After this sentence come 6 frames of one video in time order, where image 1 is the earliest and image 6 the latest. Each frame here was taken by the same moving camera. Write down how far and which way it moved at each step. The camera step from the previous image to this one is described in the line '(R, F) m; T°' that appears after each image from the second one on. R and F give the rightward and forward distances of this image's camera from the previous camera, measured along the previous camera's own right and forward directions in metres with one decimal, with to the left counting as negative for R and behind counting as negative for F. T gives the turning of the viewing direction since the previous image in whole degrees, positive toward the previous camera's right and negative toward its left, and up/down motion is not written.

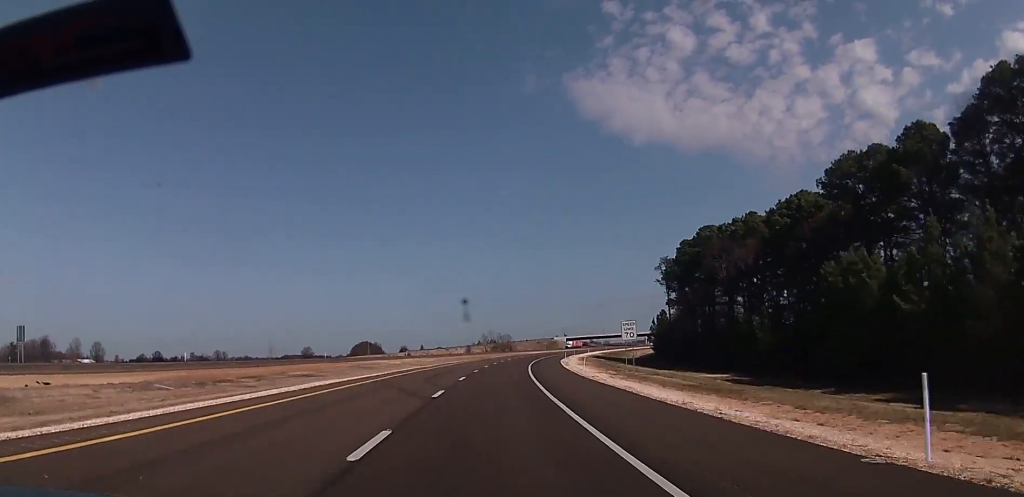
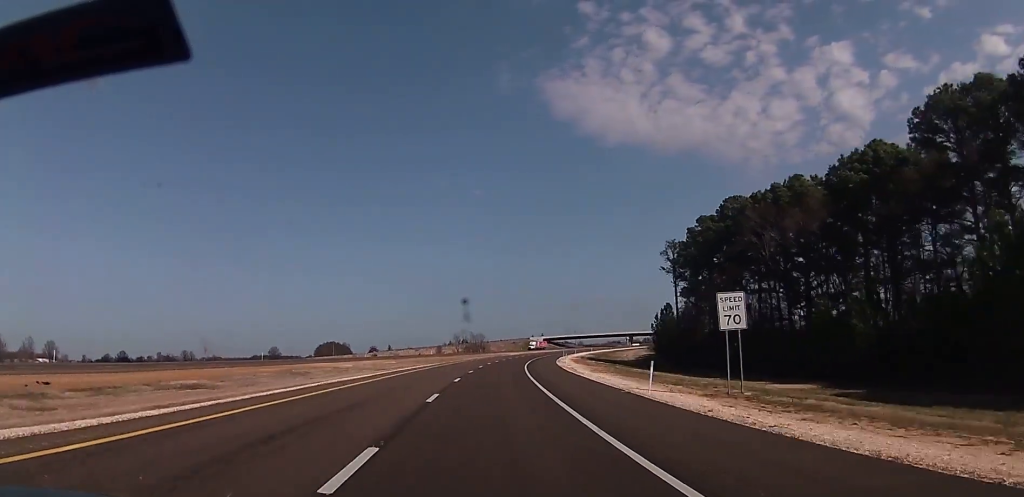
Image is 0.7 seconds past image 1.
(+0.1, +26.0) m; +1°
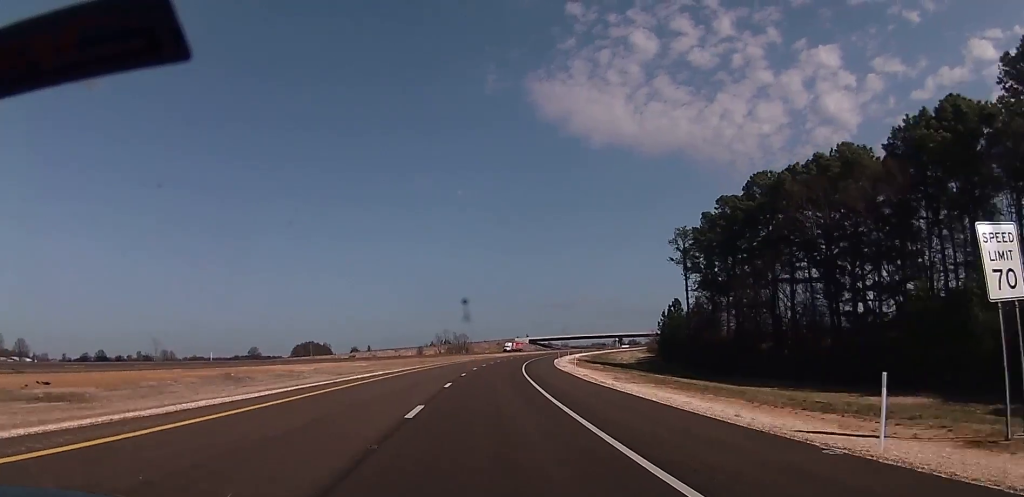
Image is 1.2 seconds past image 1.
(0.0, +16.6) m; +1°
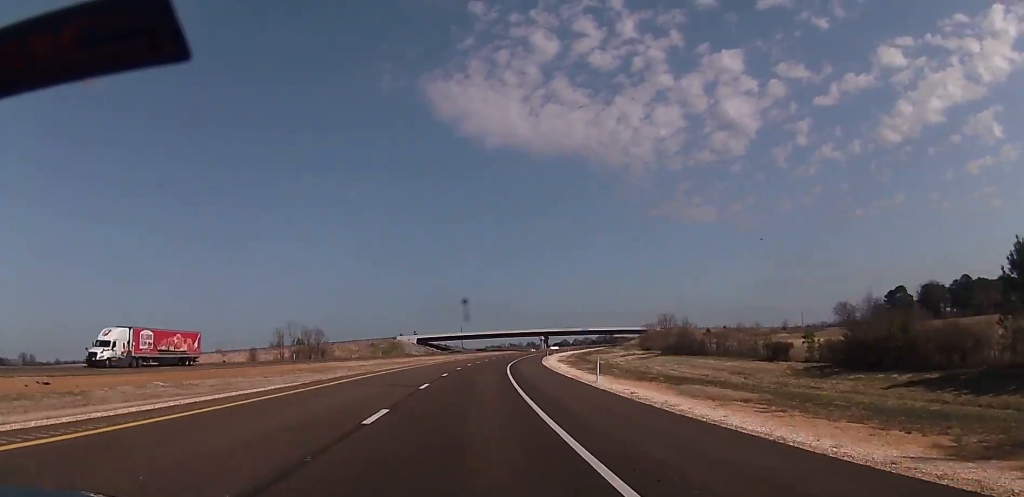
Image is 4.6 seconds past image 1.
(+11.0, +121.7) m; +10°
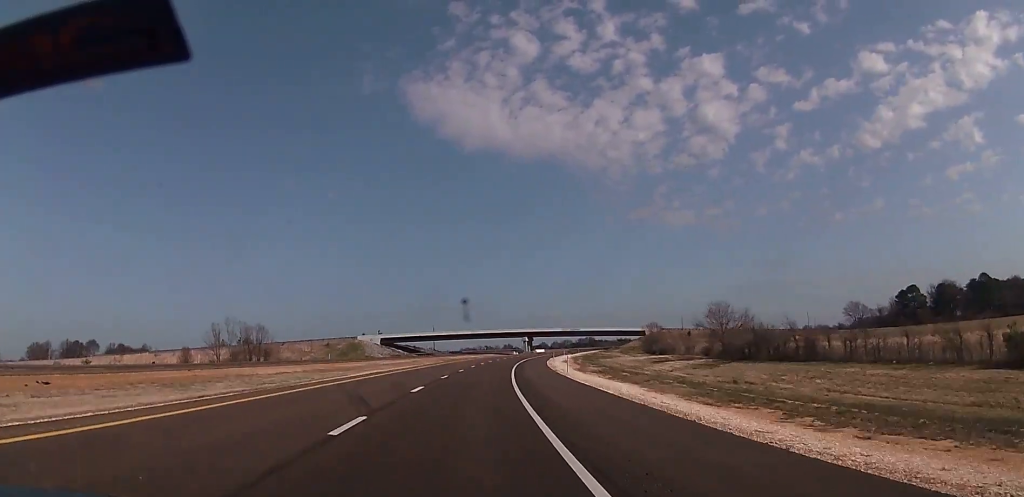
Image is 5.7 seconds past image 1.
(+1.0, +38.0) m; +3°
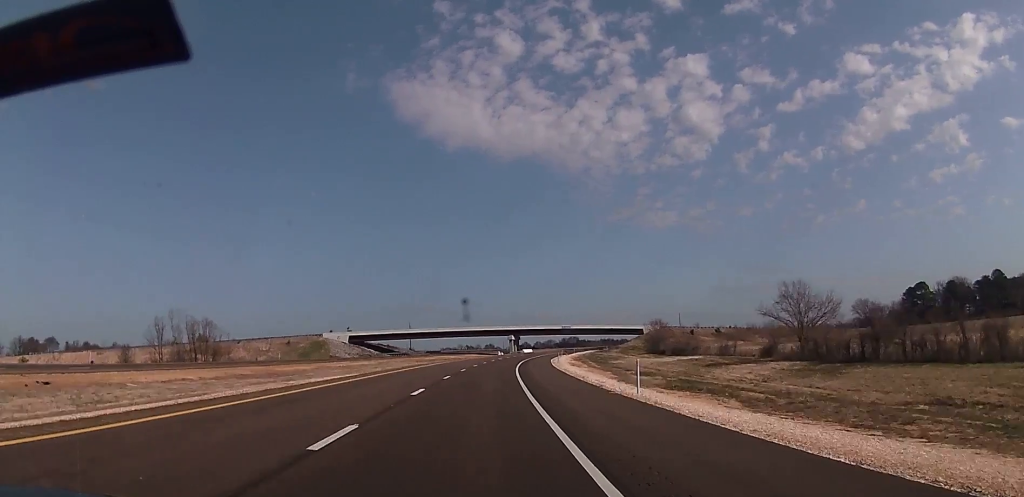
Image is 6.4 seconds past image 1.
(+0.4, +26.1) m; +1°
